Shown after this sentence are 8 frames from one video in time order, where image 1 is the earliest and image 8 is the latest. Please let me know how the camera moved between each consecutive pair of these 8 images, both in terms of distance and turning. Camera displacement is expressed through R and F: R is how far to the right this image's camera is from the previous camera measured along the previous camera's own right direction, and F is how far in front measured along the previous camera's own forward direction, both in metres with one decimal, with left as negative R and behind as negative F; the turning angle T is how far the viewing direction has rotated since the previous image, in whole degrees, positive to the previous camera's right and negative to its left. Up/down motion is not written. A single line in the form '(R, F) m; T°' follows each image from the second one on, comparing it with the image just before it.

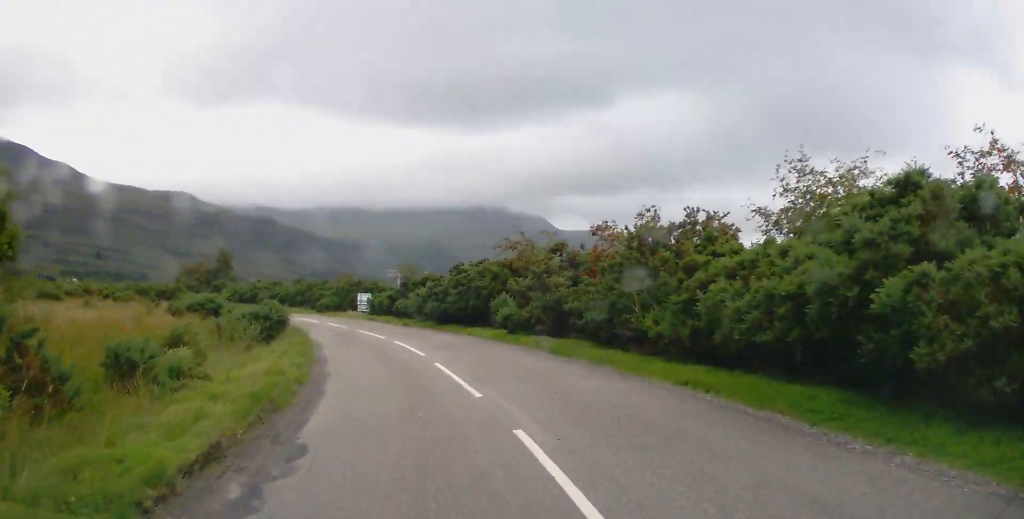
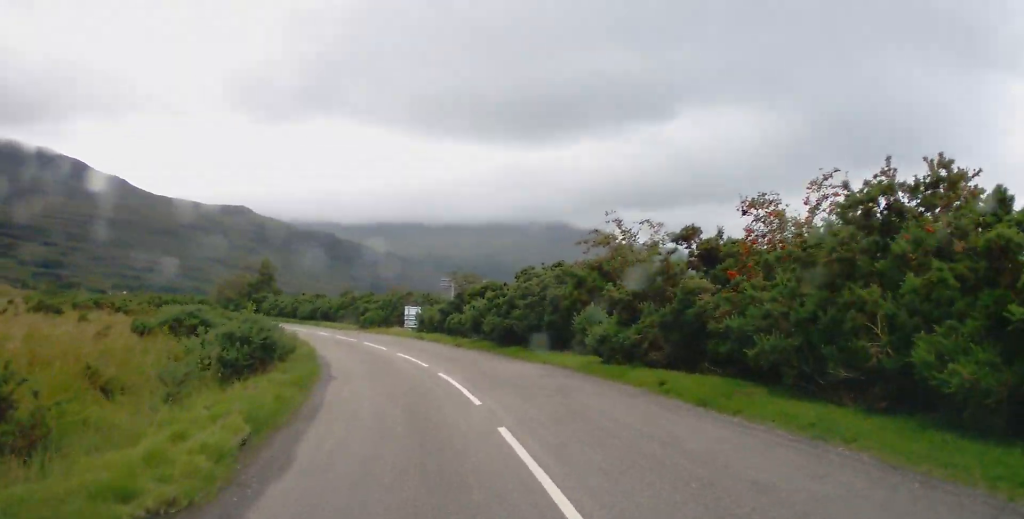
(-0.7, +7.9) m; -4°
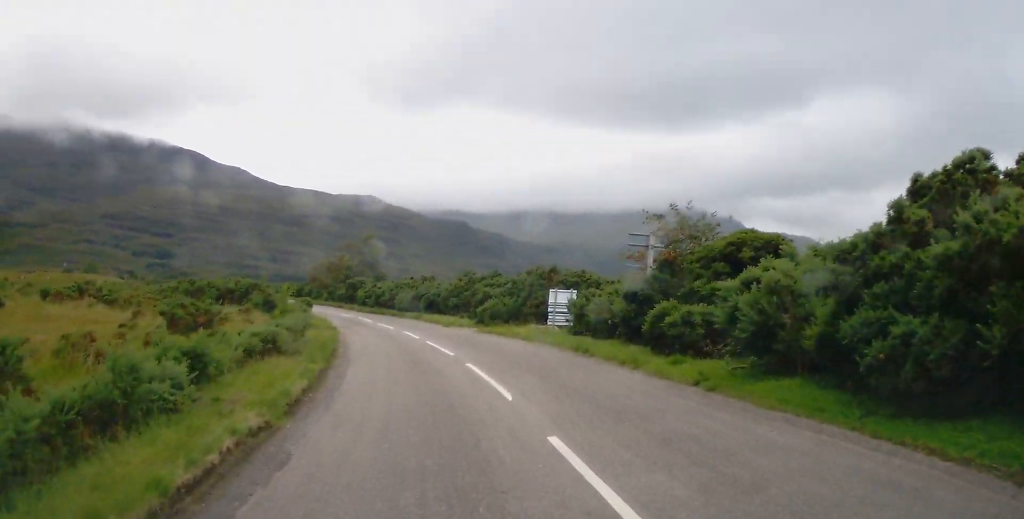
(-1.3, +19.5) m; -9°
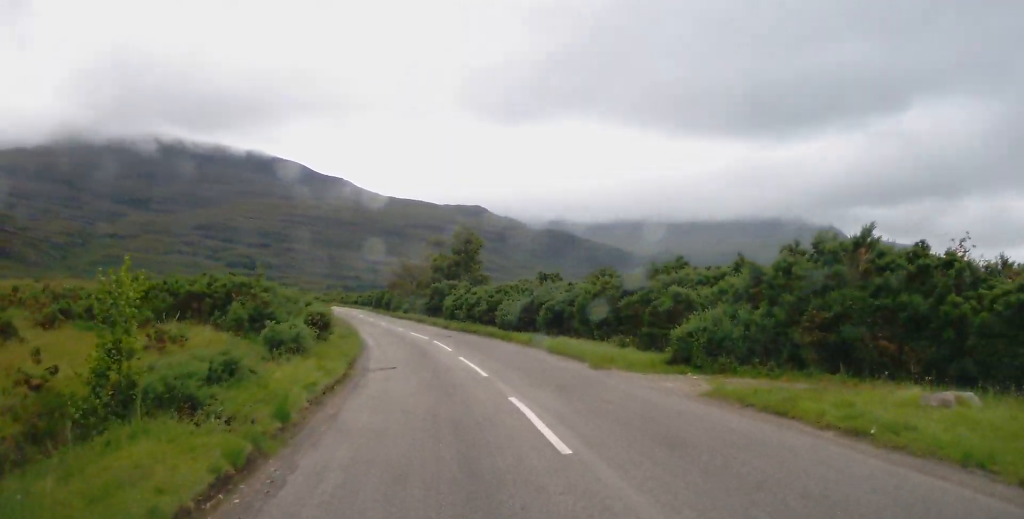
(-1.8, +21.2) m; -7°
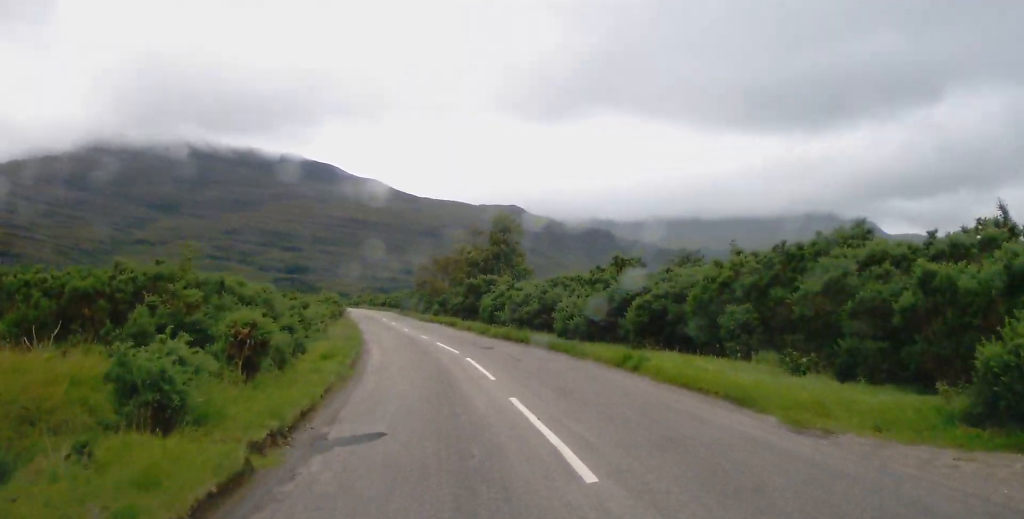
(-0.2, +10.2) m; -3°
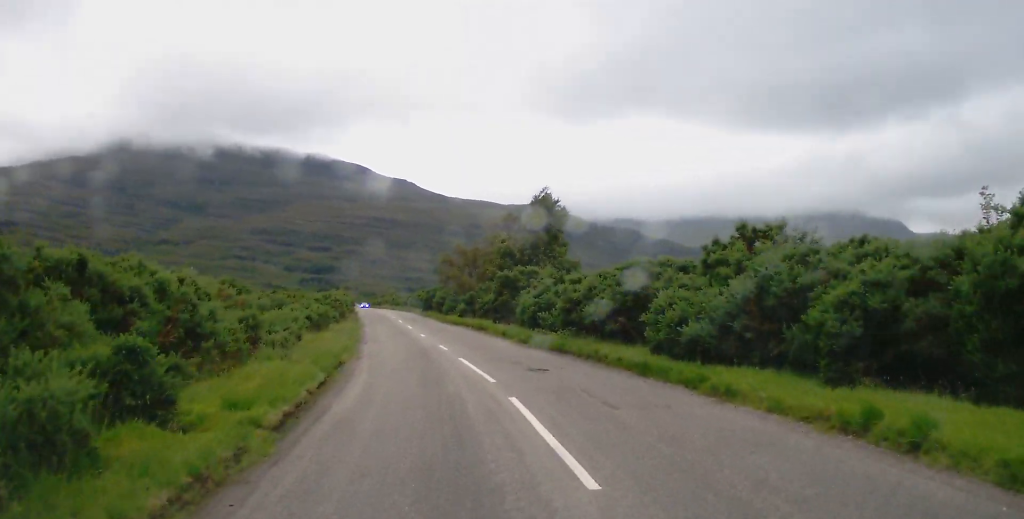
(-0.1, +9.4) m; -3°
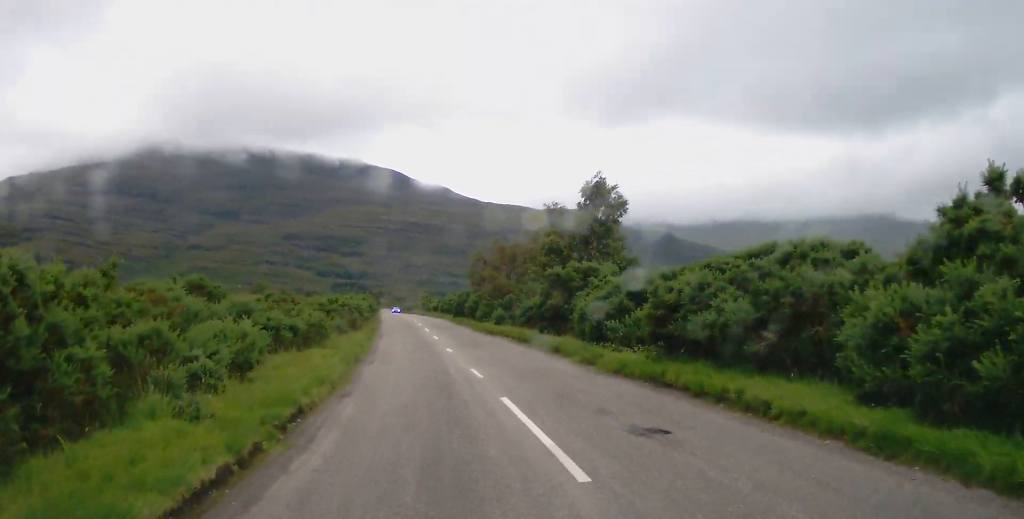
(-0.2, +7.7) m; -2°
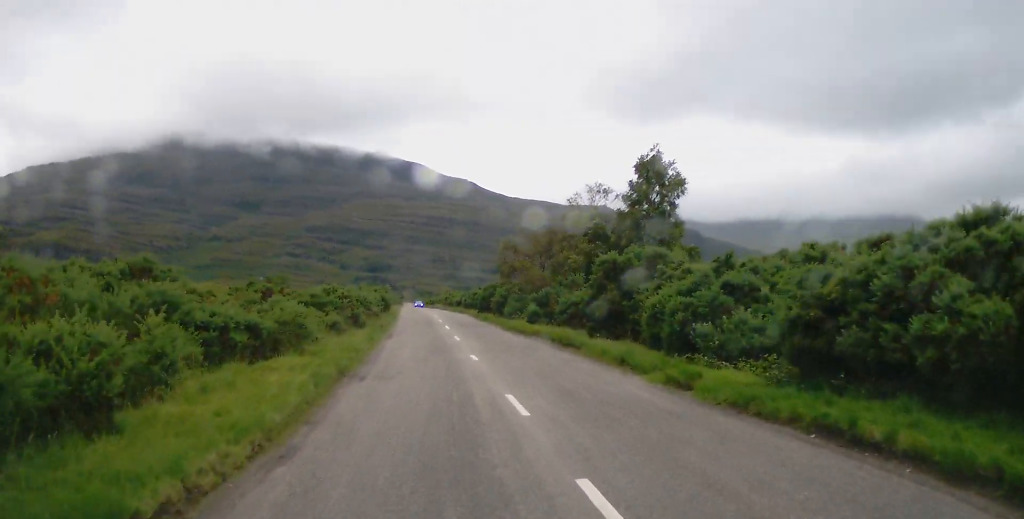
(+0.1, +6.2) m; -2°
